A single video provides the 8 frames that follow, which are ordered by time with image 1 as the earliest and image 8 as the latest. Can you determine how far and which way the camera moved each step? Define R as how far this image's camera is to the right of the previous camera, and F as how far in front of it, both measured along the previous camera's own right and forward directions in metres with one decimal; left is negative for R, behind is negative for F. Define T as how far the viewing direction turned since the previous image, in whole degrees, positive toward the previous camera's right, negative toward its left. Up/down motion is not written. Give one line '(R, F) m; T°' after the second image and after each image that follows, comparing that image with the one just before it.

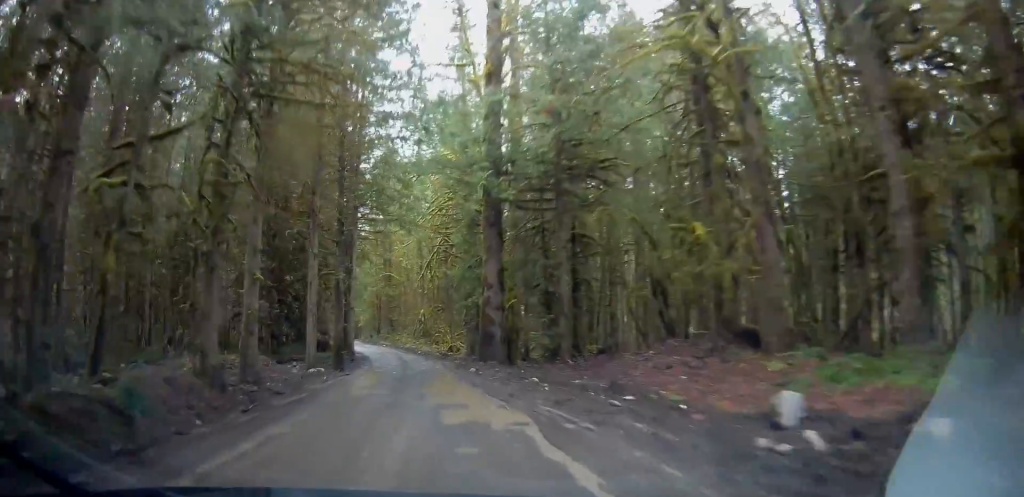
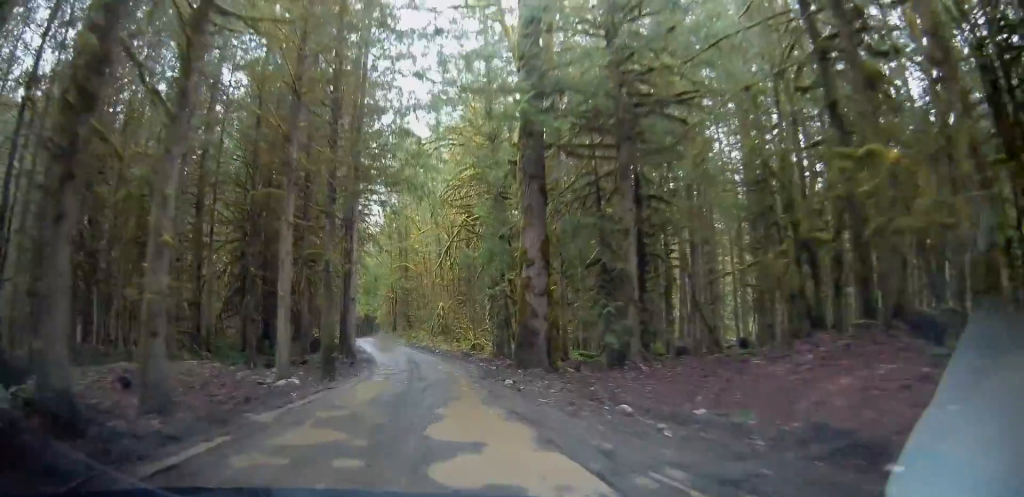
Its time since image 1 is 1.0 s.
(-0.5, +5.7) m; -6°
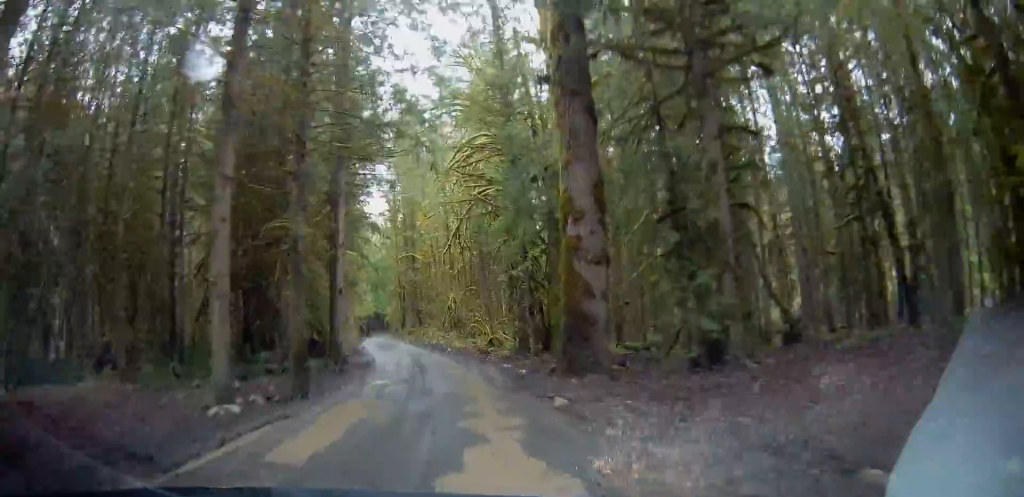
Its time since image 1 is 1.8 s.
(-0.1, +5.0) m; -4°
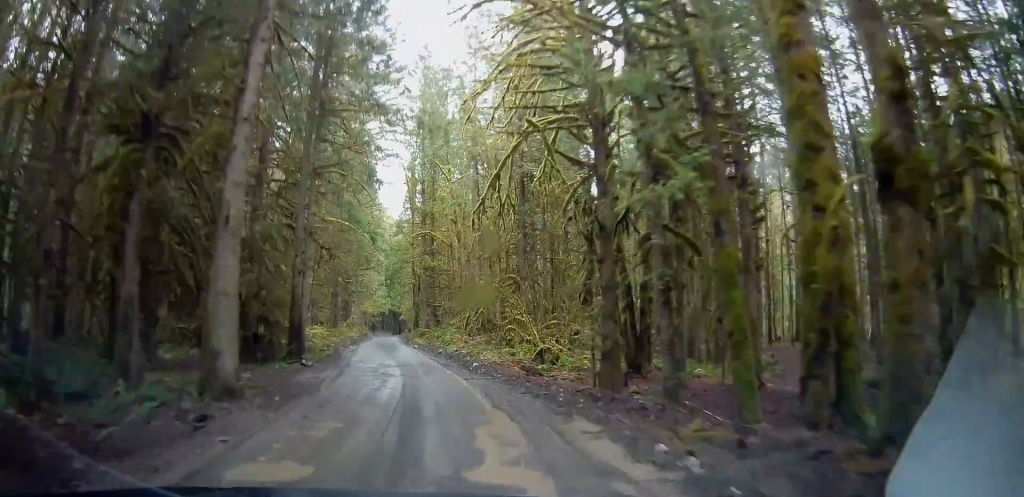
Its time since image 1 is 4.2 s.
(-0.8, +12.3) m; +1°
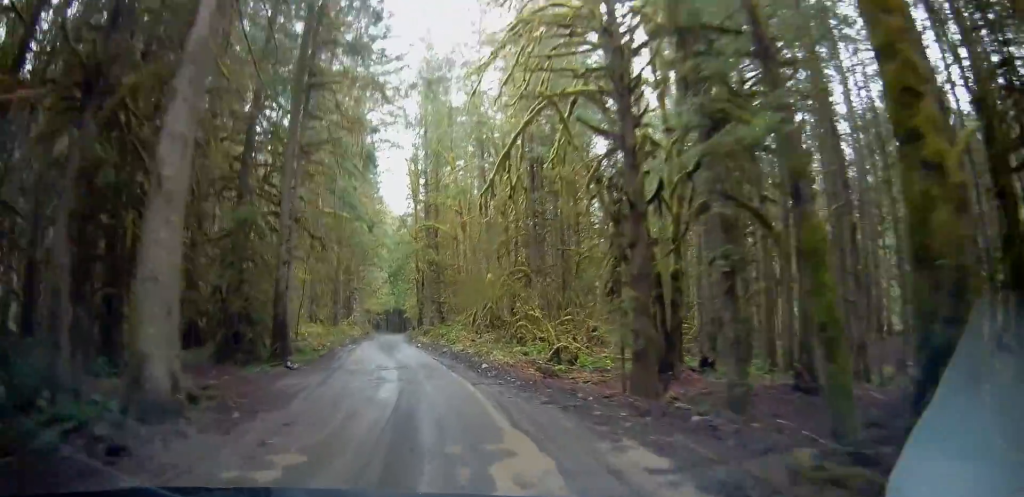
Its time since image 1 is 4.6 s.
(+0.1, +2.3) m; 0°
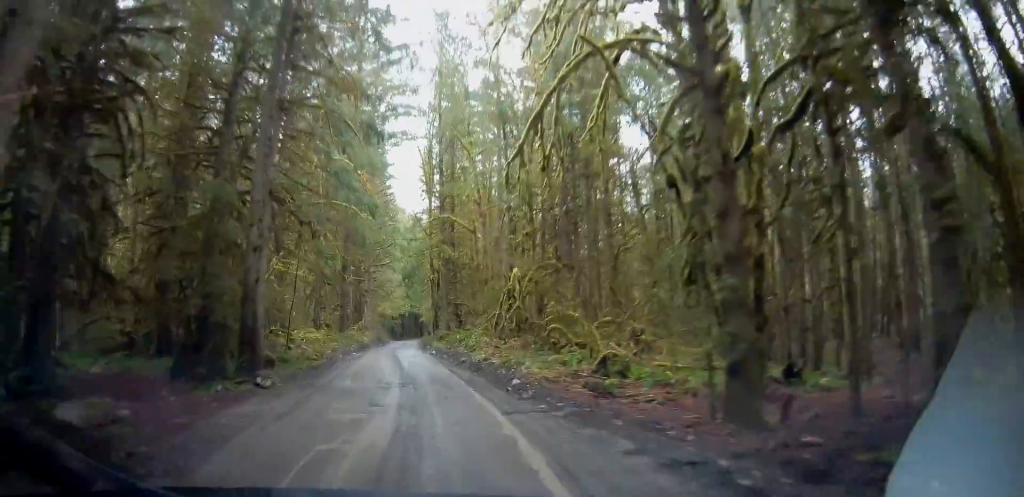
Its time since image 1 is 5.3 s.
(+0.3, +3.7) m; -3°
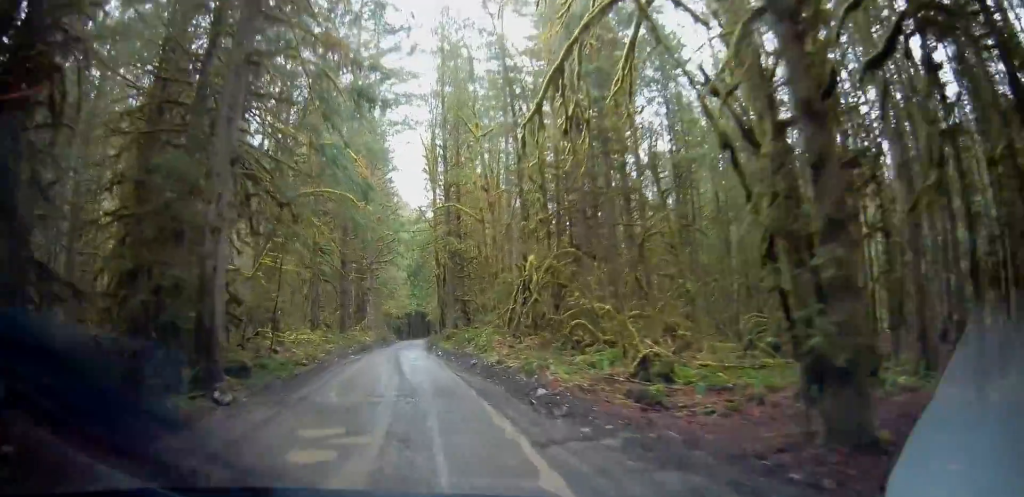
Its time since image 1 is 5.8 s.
(-0.3, +2.7) m; -3°
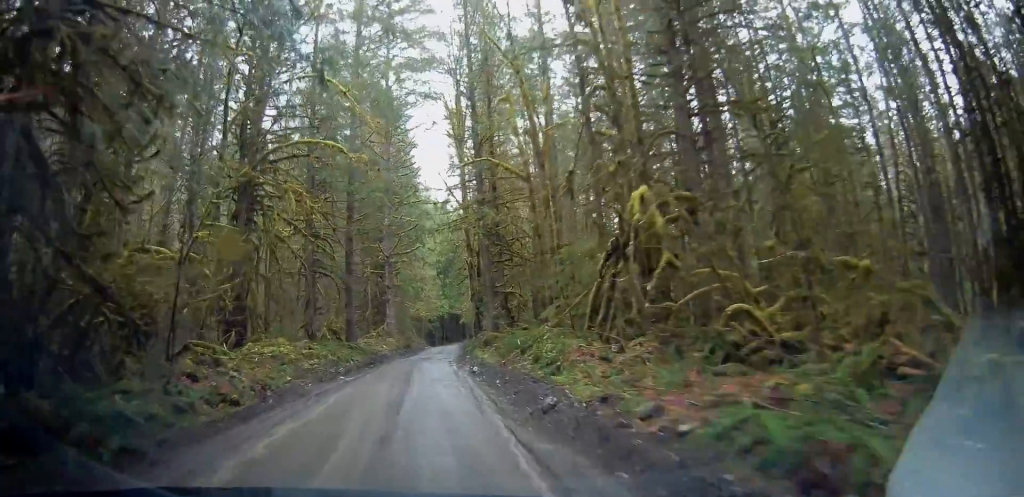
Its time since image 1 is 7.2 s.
(-0.6, +8.7) m; -2°
